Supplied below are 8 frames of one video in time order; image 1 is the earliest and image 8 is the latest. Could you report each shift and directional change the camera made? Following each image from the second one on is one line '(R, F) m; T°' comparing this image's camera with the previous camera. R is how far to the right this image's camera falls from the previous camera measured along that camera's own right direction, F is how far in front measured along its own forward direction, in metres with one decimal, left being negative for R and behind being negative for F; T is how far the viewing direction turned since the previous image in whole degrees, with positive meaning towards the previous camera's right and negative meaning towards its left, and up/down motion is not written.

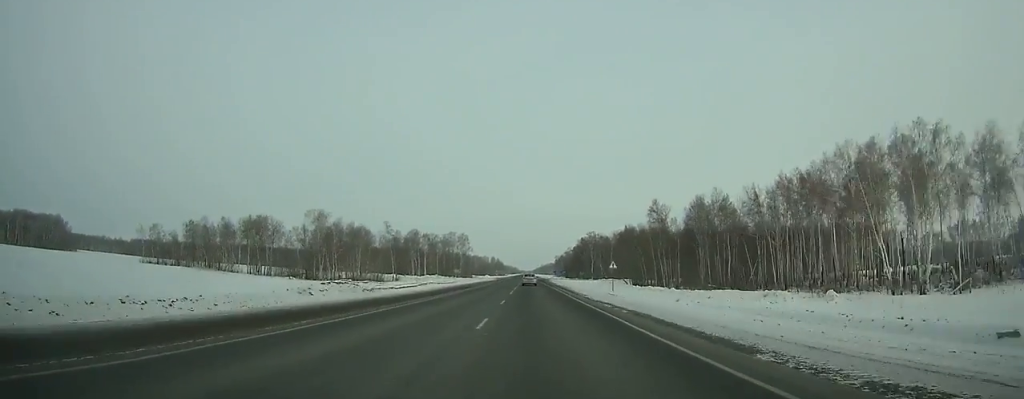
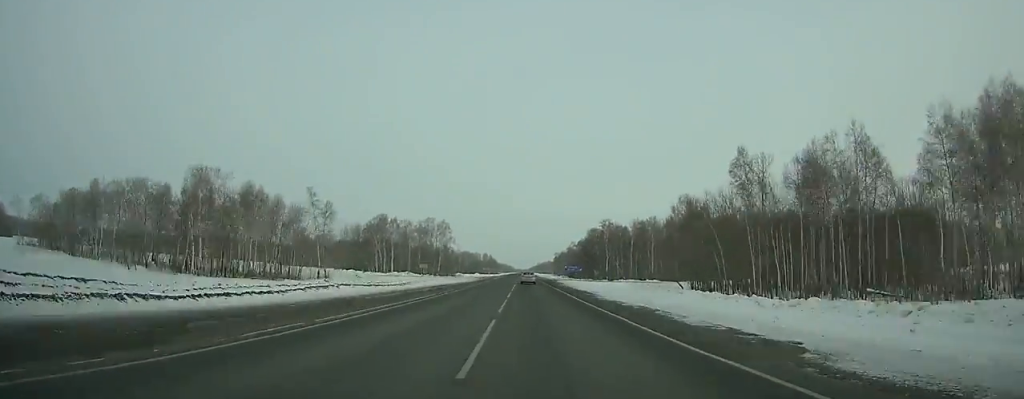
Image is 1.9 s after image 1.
(0.0, +55.4) m; 0°
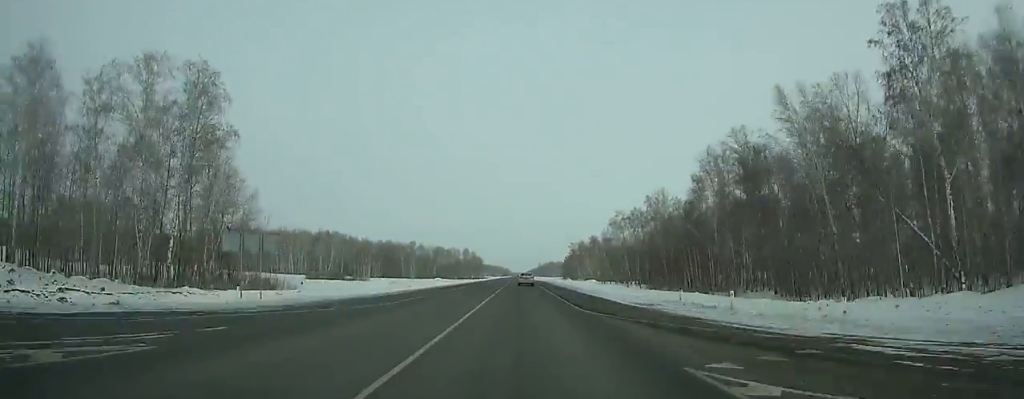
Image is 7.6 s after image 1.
(+0.7, +165.0) m; 0°
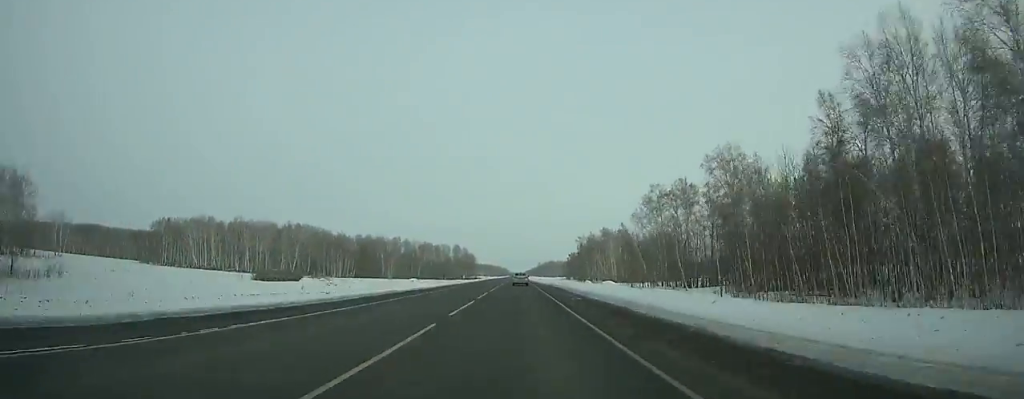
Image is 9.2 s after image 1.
(-0.1, +46.0) m; 0°
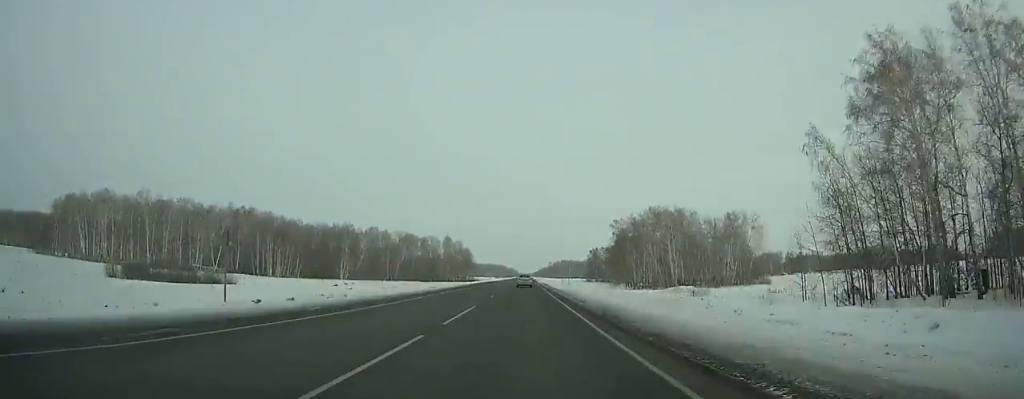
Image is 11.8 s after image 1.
(0.0, +74.8) m; 0°
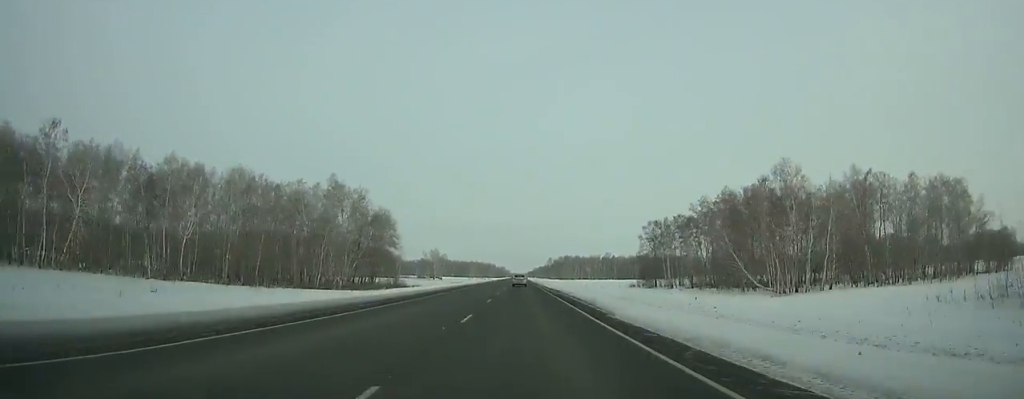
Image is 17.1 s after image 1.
(+0.2, +151.9) m; 0°
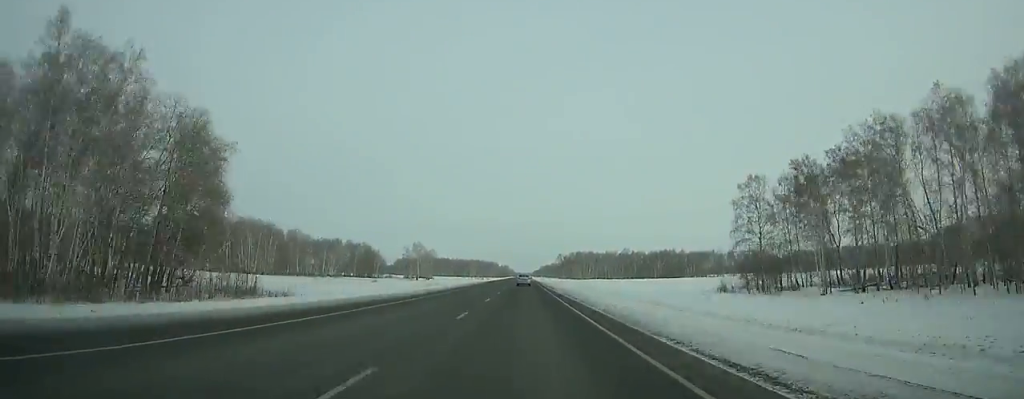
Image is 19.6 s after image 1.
(+0.2, +71.4) m; 0°
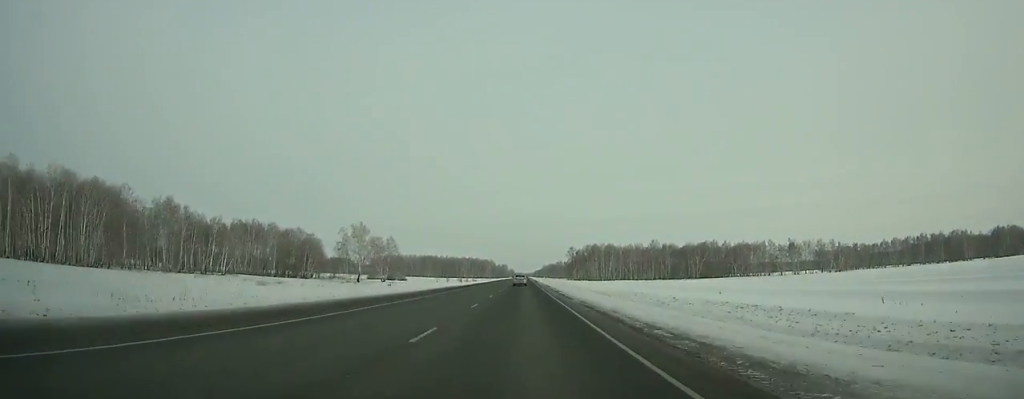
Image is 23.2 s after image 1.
(-0.5, +102.1) m; 0°
